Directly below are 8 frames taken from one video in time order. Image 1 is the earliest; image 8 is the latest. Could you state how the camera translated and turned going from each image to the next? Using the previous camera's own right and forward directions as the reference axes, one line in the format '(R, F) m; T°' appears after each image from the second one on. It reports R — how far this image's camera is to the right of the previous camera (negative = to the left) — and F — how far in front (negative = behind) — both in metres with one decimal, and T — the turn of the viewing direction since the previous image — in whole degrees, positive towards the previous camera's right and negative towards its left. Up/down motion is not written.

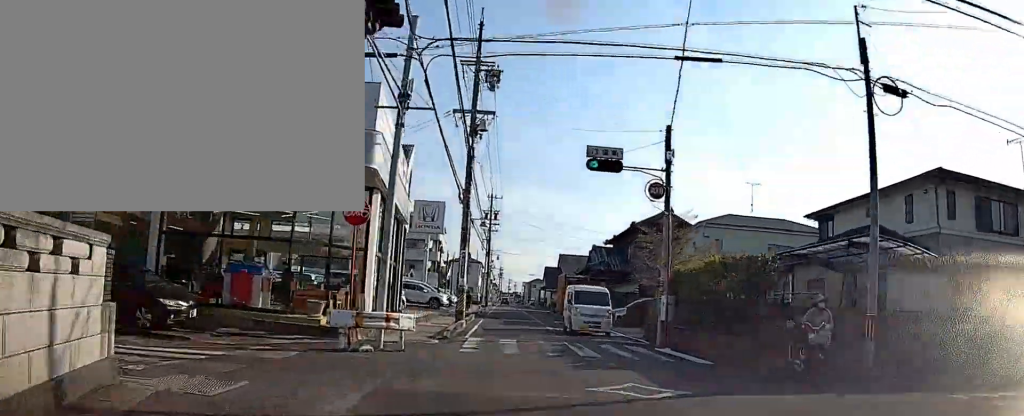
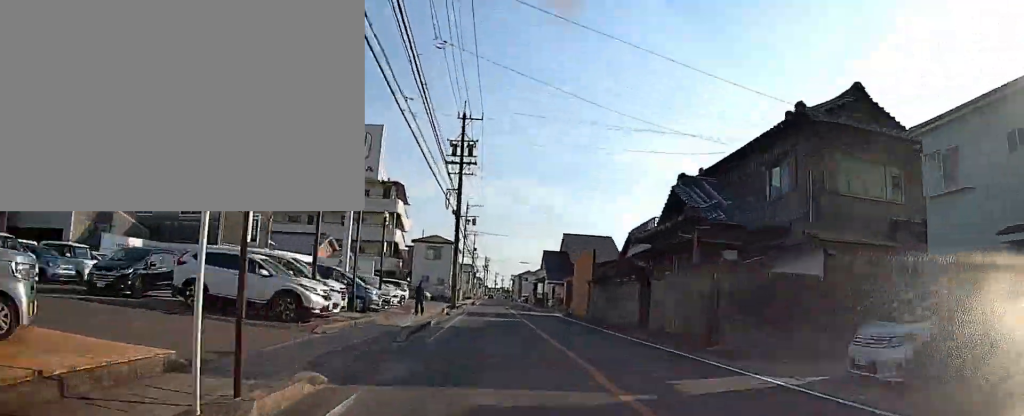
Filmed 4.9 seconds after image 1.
(+0.4, +30.6) m; +1°
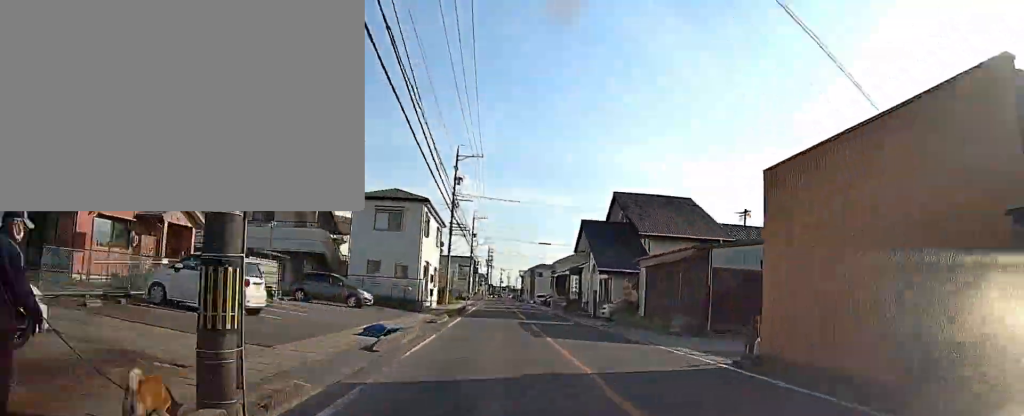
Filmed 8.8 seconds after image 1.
(-0.1, +31.8) m; 0°
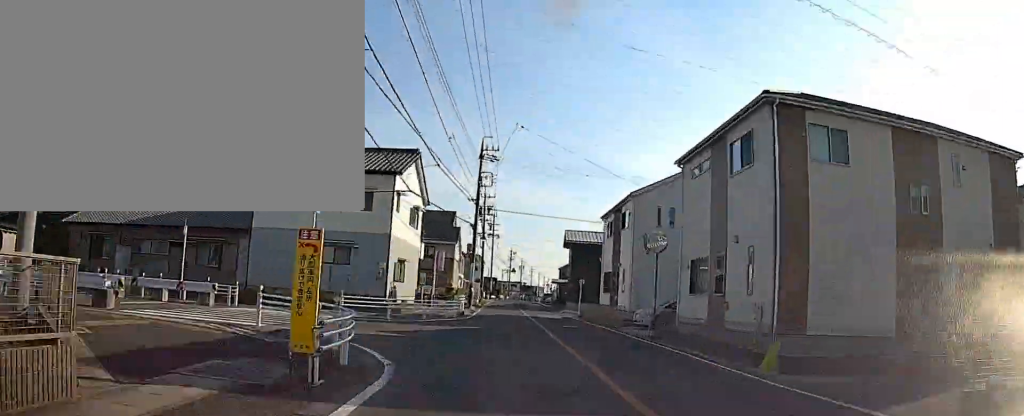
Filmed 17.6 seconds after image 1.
(+0.2, +77.6) m; +1°
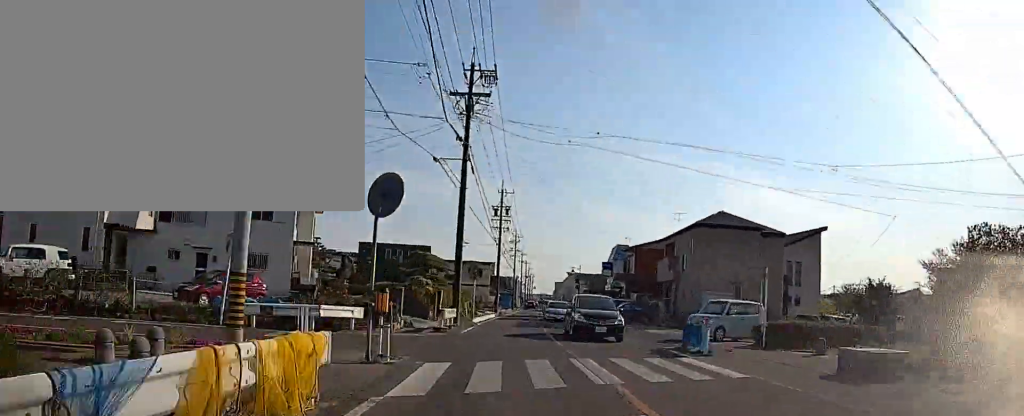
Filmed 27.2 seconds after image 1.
(+2.1, +85.4) m; +3°
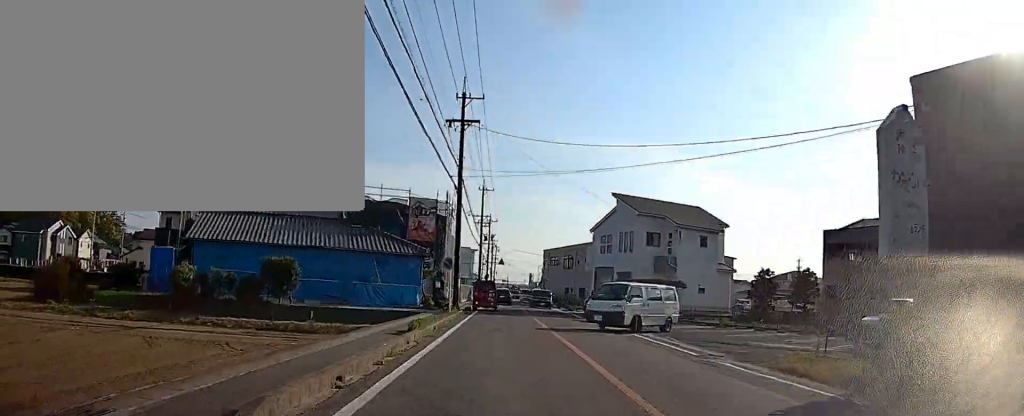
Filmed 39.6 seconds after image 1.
(+3.2, +82.2) m; +4°
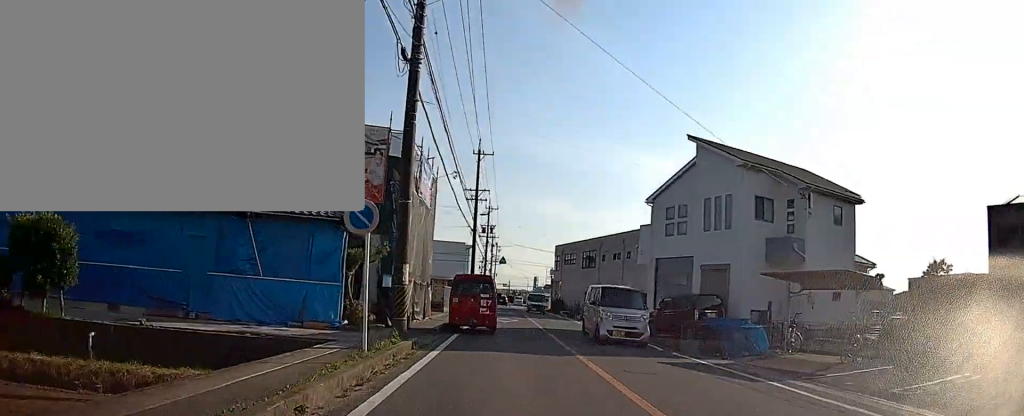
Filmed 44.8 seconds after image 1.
(+0.3, +25.7) m; +1°
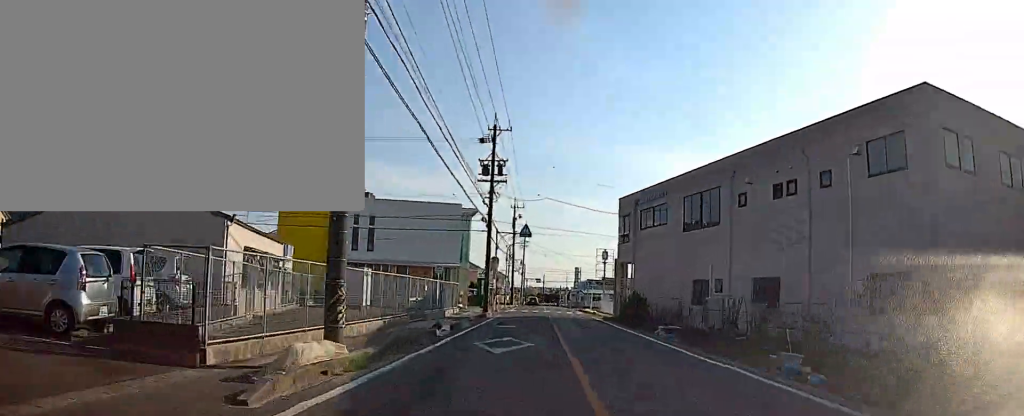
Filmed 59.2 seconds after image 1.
(-0.4, +64.8) m; -2°
